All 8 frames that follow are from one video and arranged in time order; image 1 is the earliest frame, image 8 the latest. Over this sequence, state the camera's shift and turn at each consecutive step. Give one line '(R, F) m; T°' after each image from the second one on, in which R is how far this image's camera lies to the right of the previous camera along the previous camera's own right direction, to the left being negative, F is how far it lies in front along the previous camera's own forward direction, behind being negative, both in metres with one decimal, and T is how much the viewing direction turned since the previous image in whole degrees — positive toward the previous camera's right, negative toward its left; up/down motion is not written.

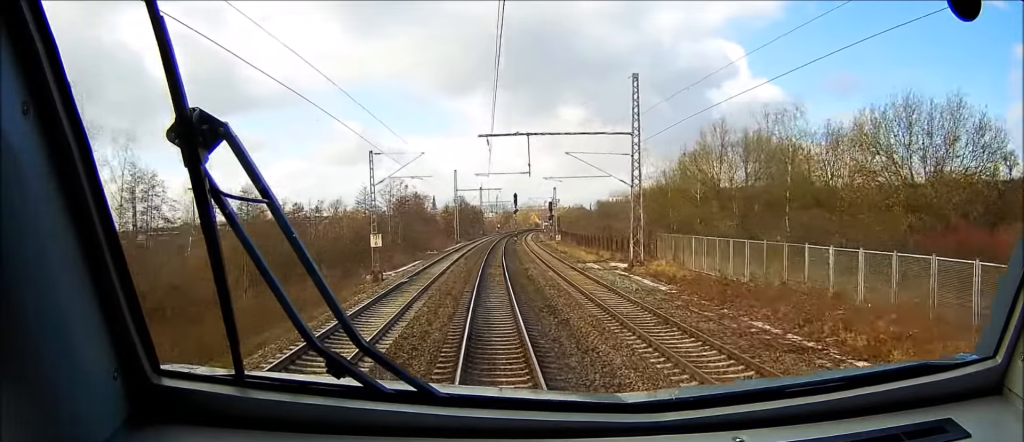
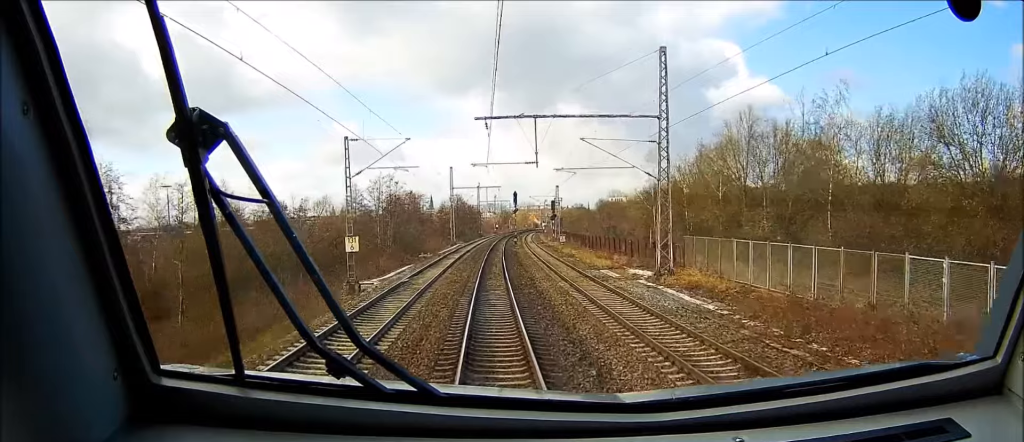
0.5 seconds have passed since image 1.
(0.0, +7.7) m; 0°
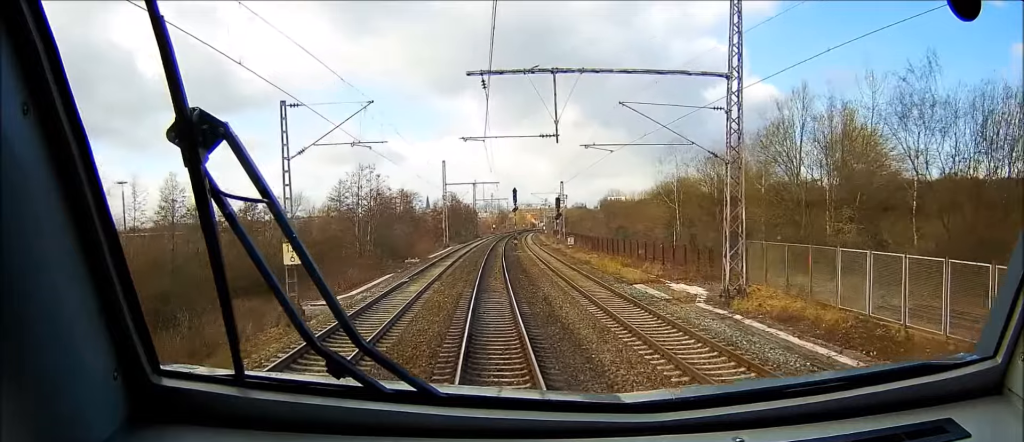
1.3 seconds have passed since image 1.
(0.0, +11.1) m; 0°
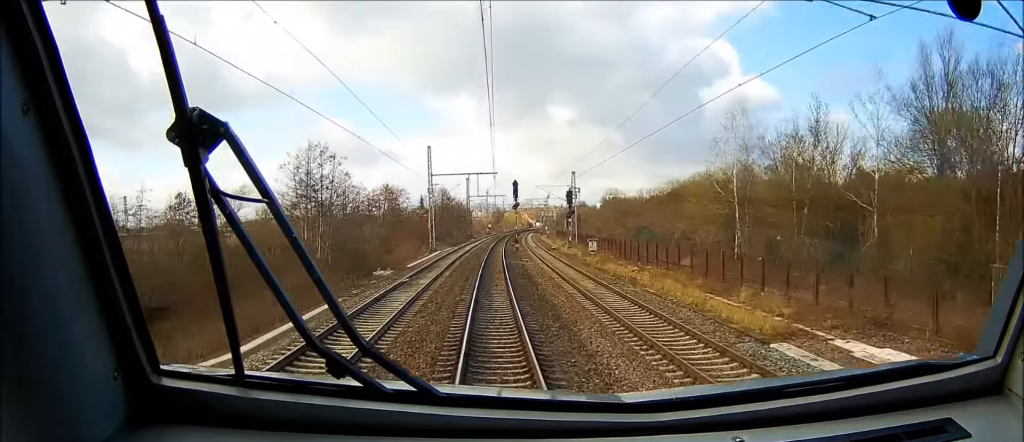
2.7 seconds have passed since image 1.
(-0.2, +17.9) m; -1°
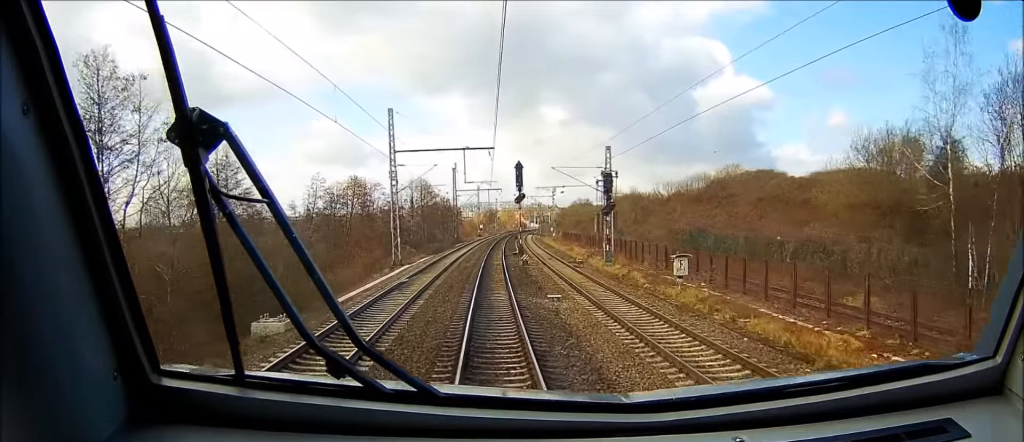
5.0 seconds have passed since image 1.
(+0.4, +27.6) m; +3°
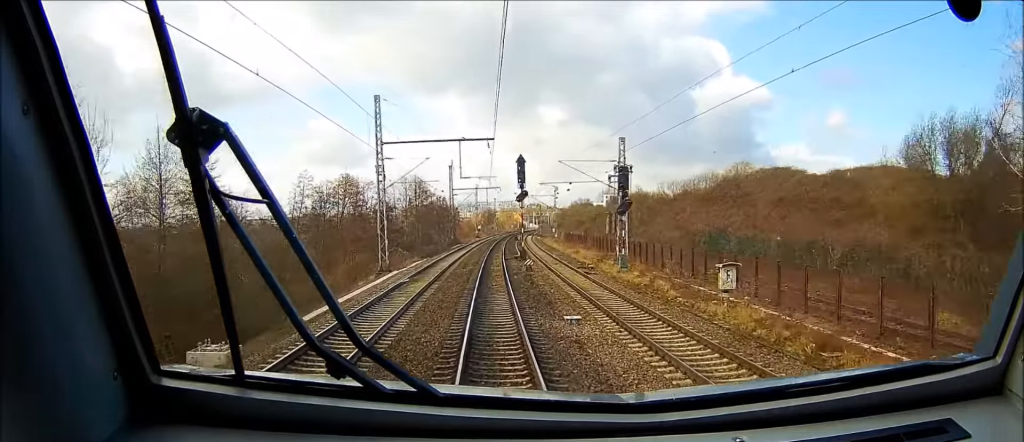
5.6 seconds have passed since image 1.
(0.0, +6.3) m; +1°
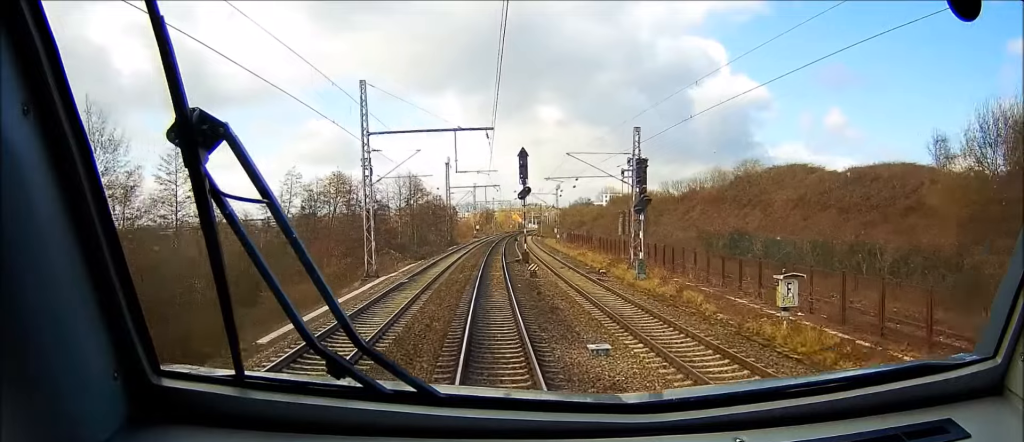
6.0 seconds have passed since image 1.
(+0.1, +5.1) m; 0°
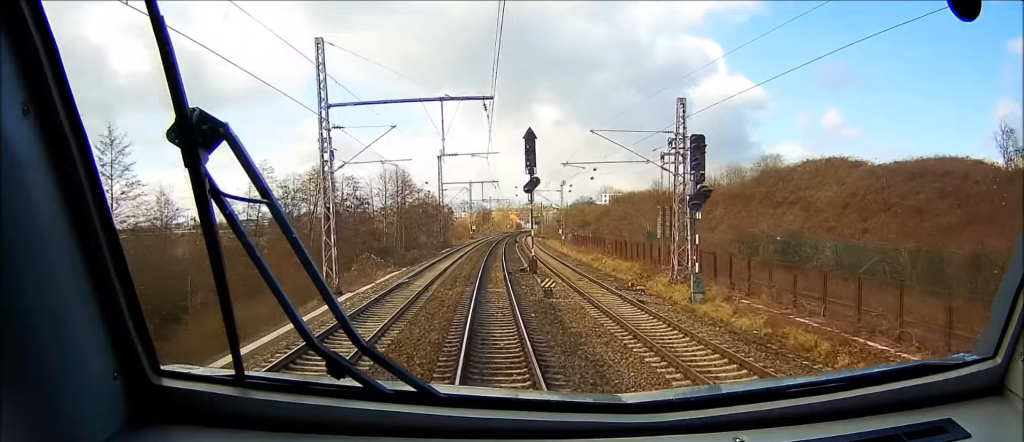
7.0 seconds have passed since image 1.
(-0.1, +10.5) m; -2°
